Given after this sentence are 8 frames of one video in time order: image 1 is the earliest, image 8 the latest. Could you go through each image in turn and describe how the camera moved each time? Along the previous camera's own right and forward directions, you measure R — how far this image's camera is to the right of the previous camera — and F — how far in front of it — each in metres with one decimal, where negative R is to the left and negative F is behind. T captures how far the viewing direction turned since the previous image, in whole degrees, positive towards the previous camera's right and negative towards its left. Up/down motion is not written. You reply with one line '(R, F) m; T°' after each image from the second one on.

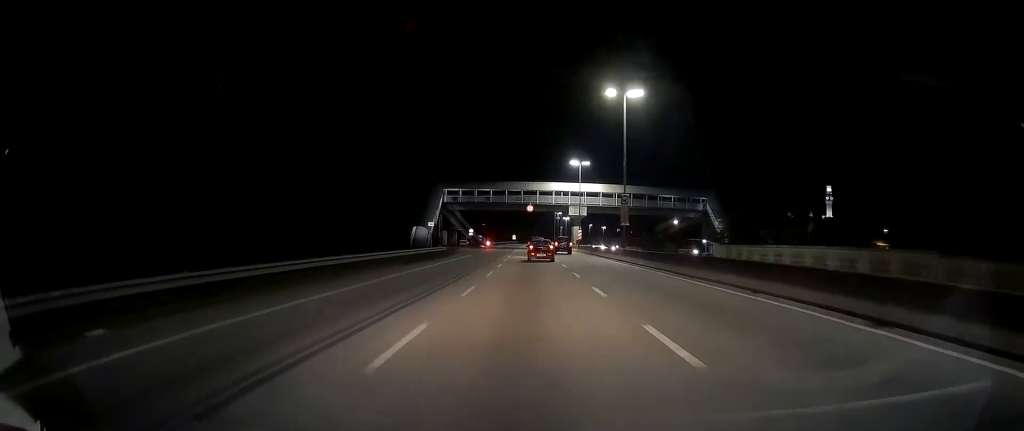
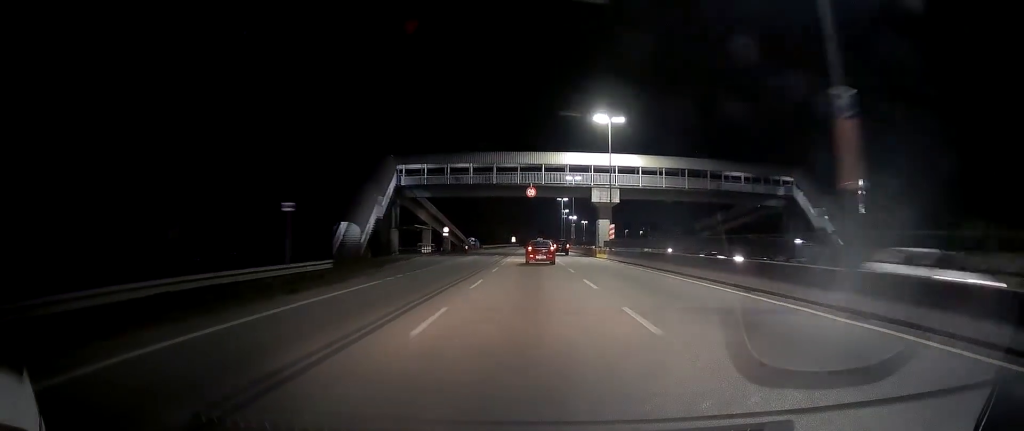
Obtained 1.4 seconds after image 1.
(+0.1, +30.1) m; +1°
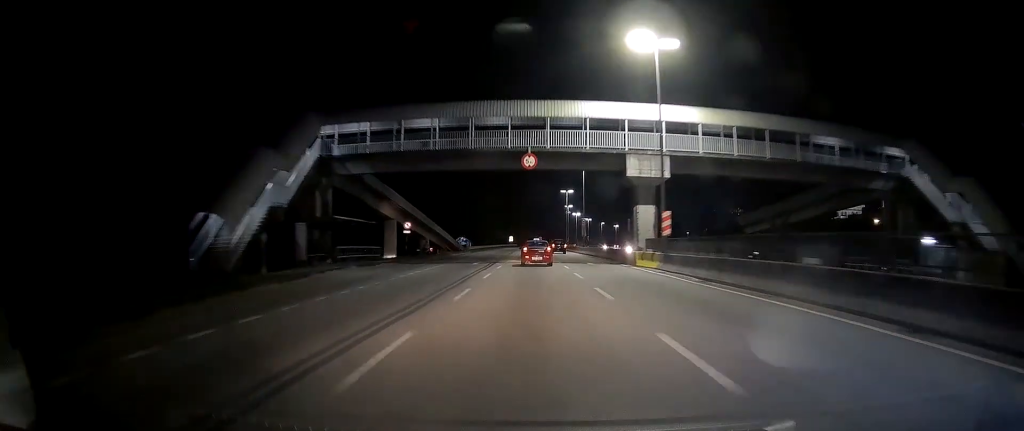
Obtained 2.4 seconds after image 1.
(+0.4, +20.5) m; +1°
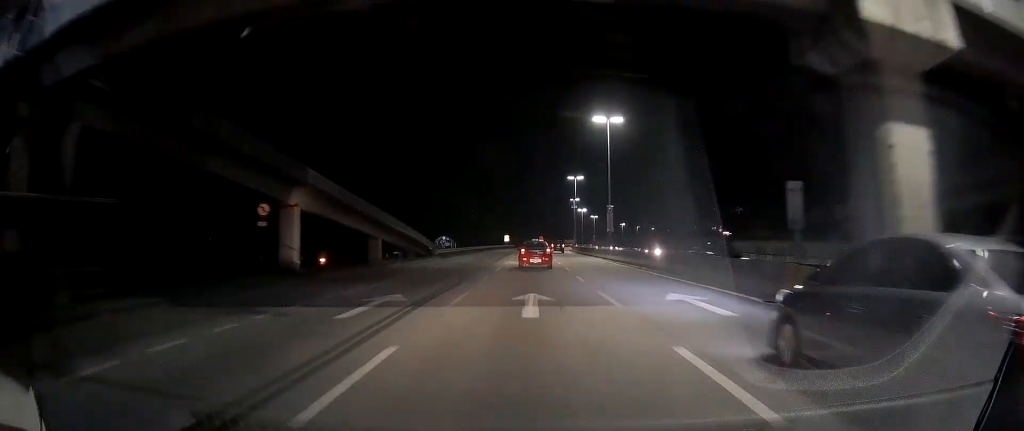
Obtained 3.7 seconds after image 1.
(-0.2, +25.4) m; -2°
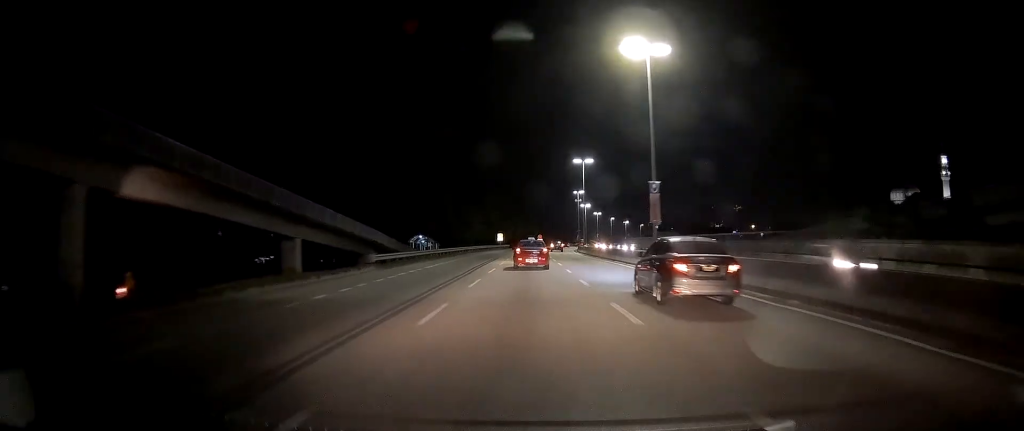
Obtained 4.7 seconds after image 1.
(-0.2, +19.0) m; -1°
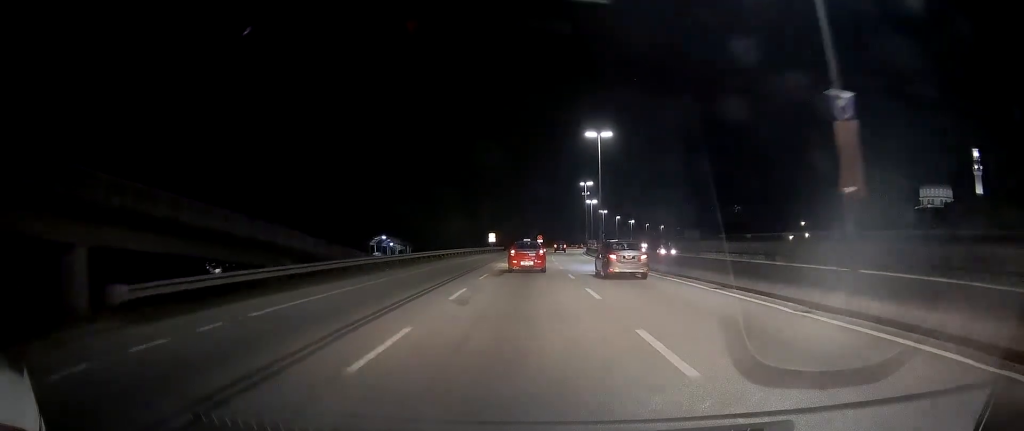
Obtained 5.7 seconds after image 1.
(0.0, +19.5) m; 0°
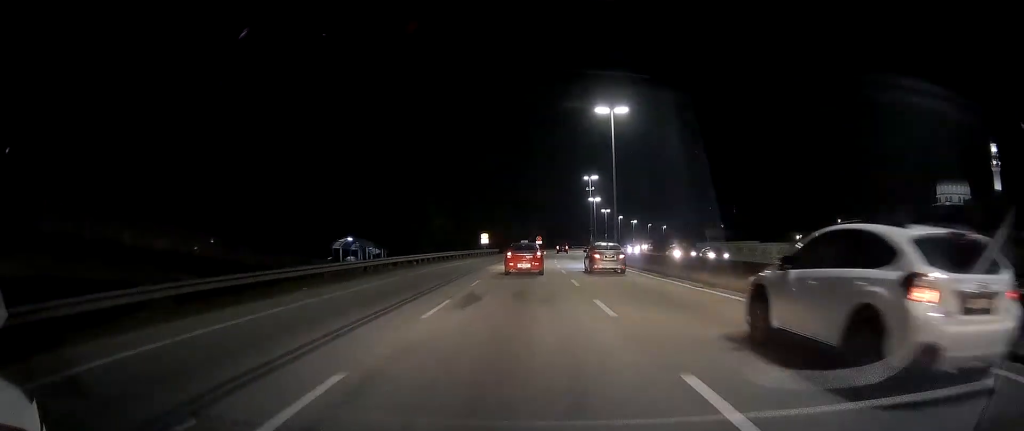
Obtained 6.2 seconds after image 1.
(0.0, +11.0) m; 0°
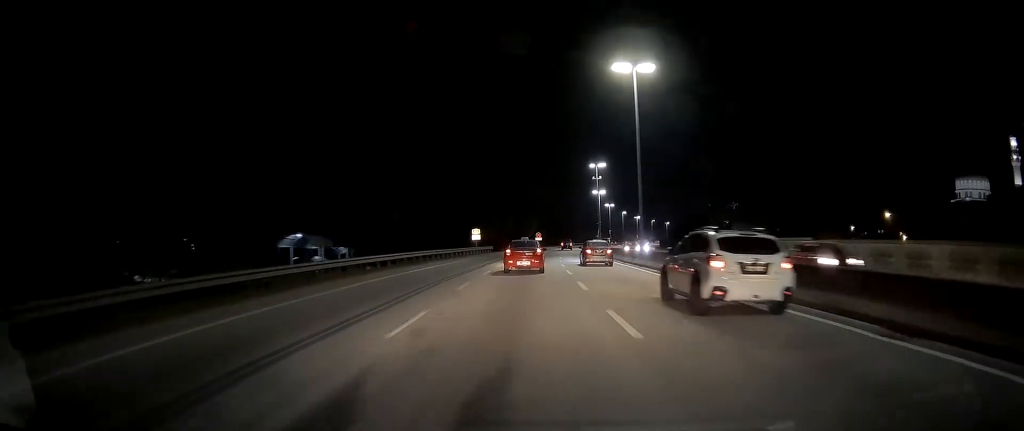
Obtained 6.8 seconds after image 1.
(0.0, +10.9) m; 0°
